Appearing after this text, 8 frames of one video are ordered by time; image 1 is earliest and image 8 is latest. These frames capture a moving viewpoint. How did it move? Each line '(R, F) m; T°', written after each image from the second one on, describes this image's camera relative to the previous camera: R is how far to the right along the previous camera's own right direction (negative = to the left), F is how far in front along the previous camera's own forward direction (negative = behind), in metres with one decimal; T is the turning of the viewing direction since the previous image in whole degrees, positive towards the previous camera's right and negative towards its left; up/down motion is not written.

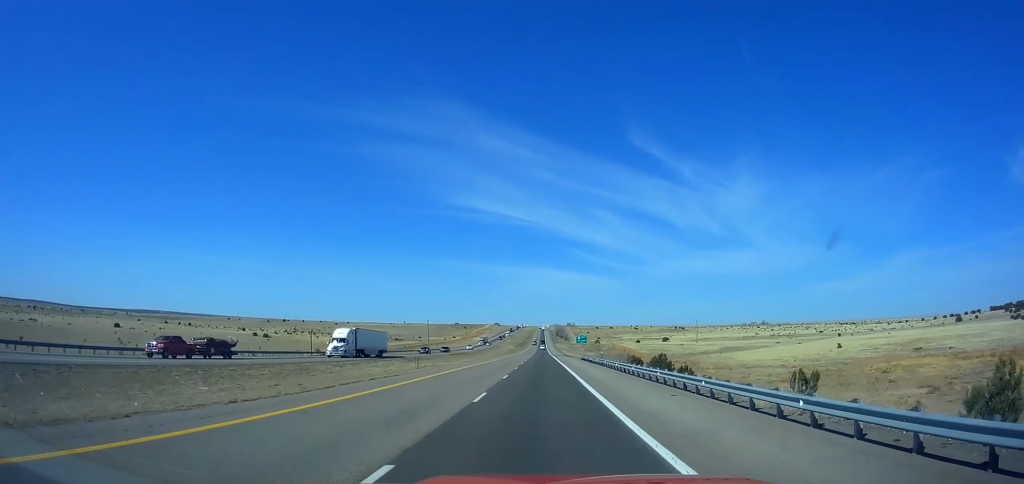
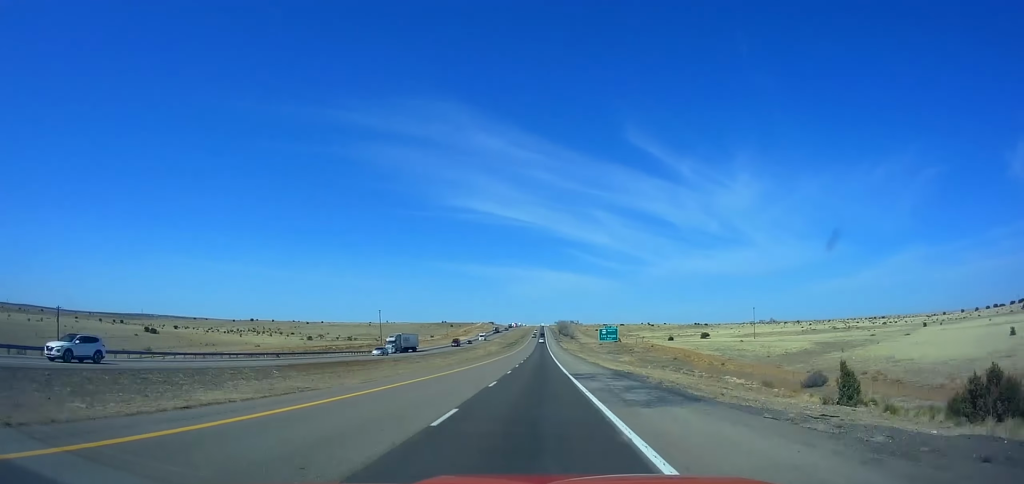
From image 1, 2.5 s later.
(-0.7, +89.4) m; 0°
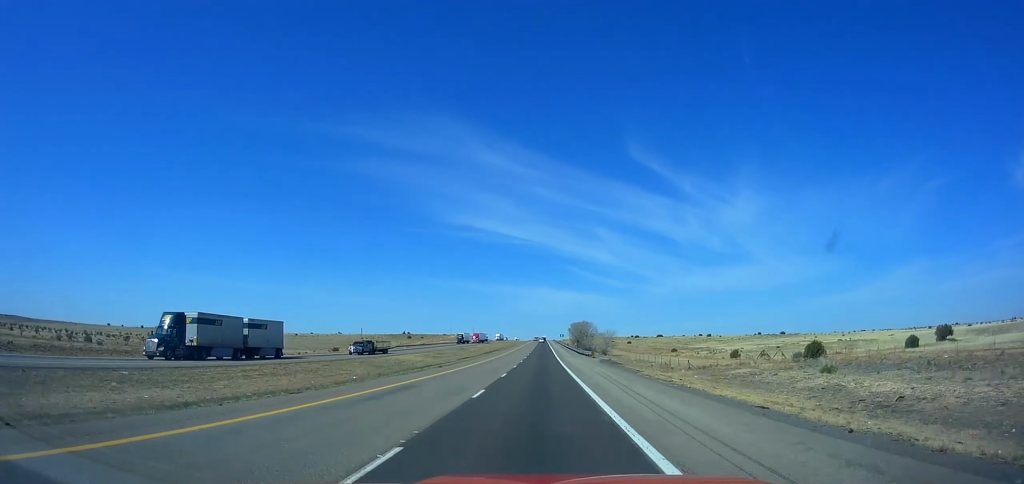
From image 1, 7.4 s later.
(+1.5, +174.1) m; 0°
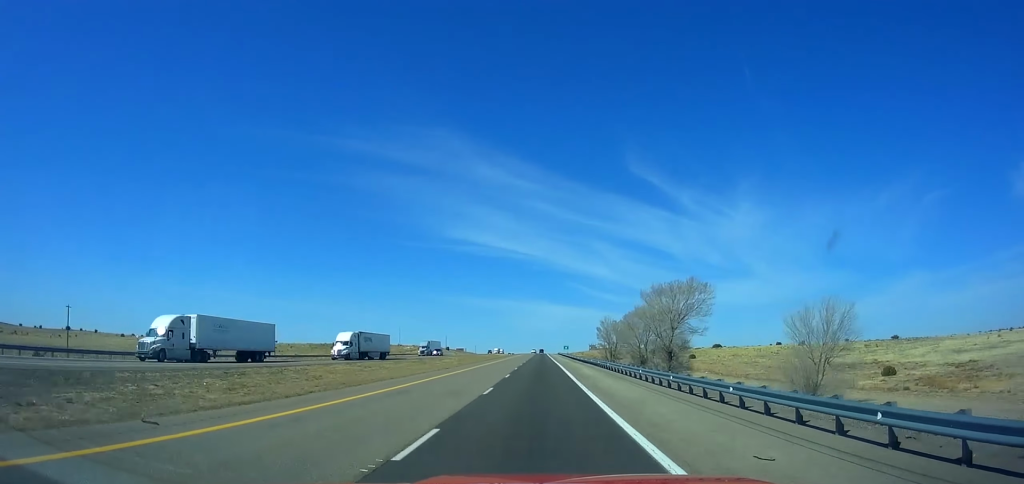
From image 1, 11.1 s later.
(-0.8, +130.8) m; 0°
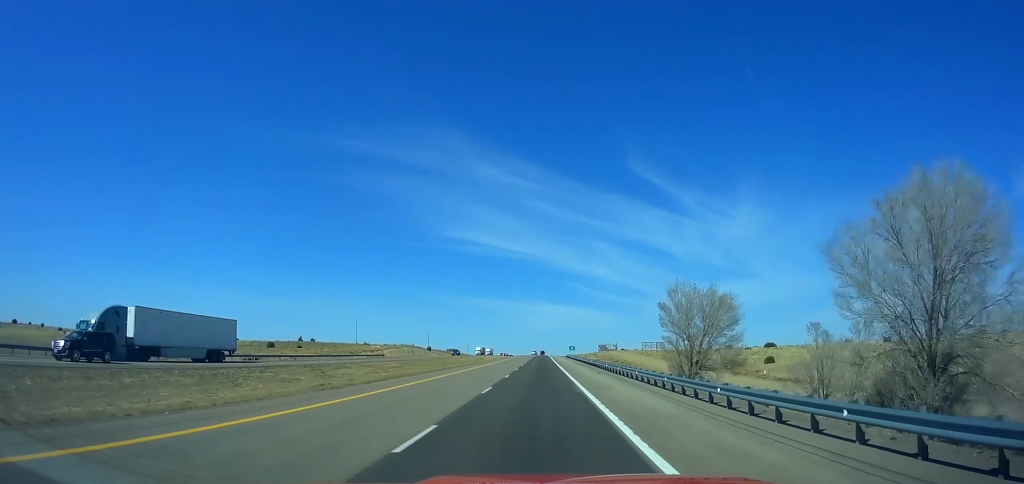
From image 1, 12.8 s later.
(+0.2, +59.9) m; 0°
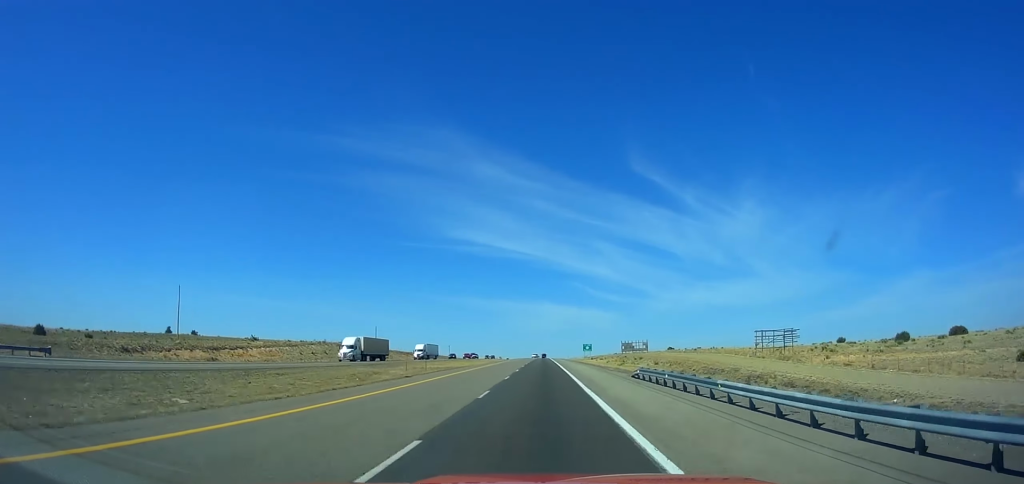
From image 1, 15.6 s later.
(+0.4, +98.9) m; 0°
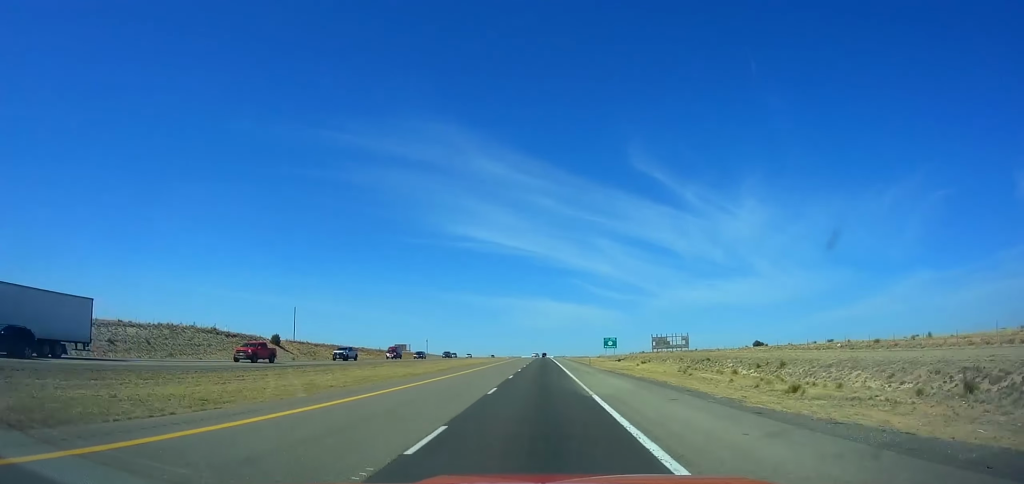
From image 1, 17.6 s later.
(+0.1, +70.5) m; 0°
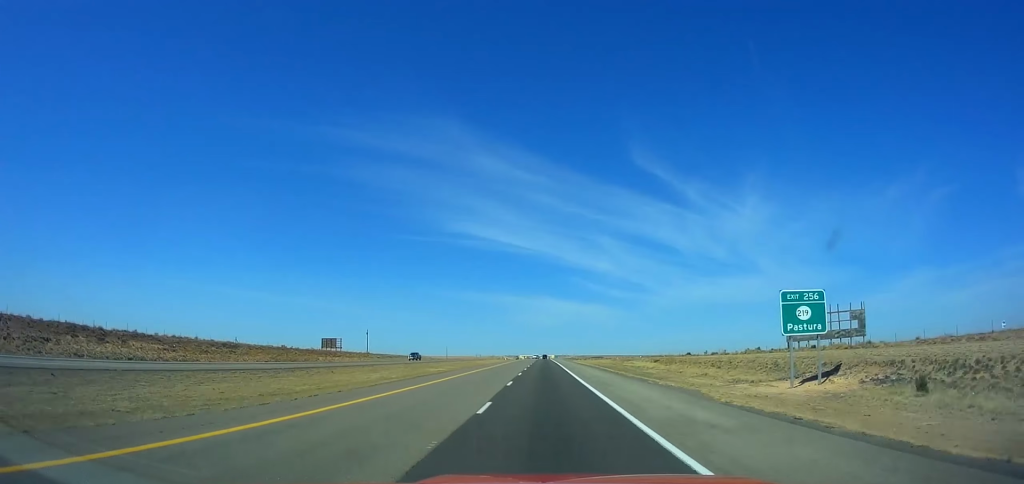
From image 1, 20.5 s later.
(-0.9, +101.8) m; 0°
